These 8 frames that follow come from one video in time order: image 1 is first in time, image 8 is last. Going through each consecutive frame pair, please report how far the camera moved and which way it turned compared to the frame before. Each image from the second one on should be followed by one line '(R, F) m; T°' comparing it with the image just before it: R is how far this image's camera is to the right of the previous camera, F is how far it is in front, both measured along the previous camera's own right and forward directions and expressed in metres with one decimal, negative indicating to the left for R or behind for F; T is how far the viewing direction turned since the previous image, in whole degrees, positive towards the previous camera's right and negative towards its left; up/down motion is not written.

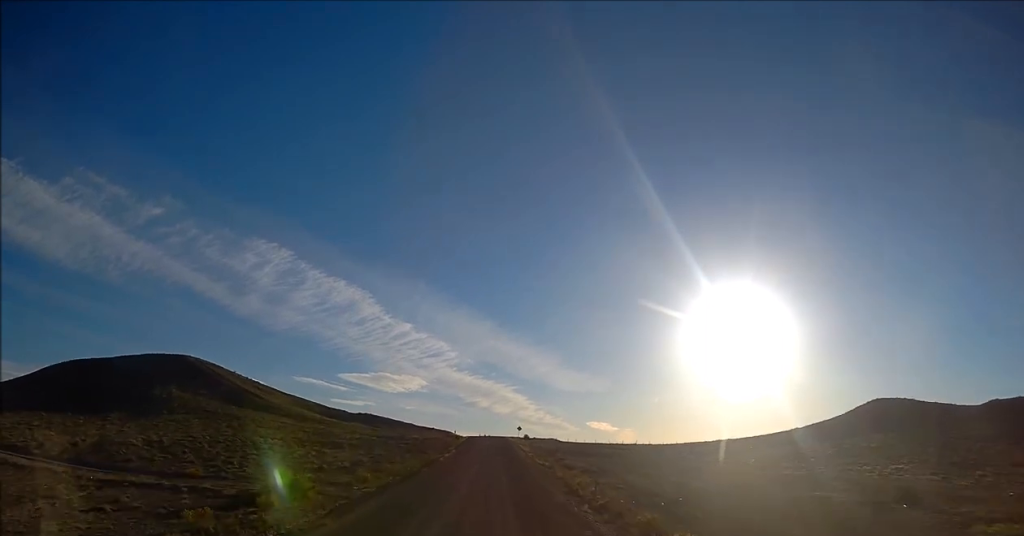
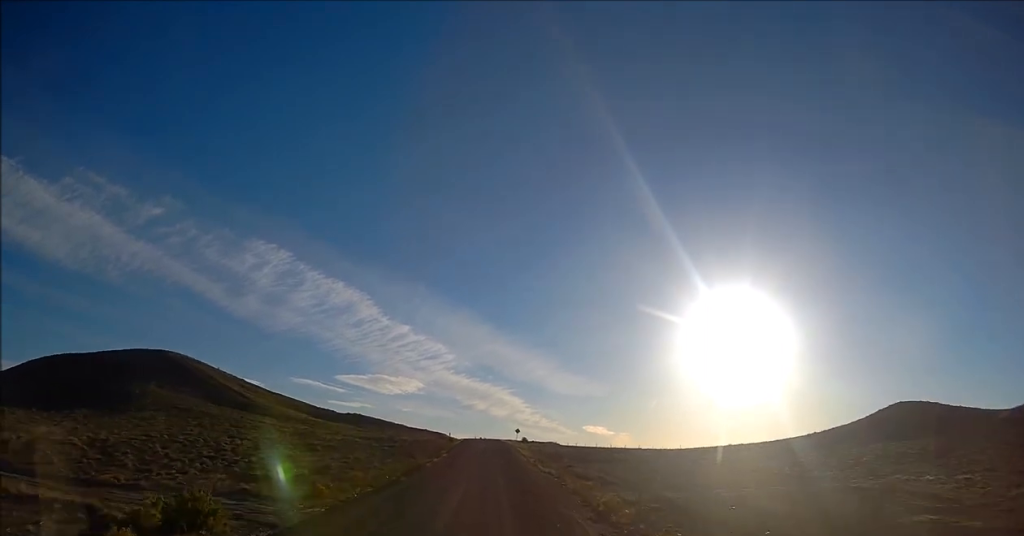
(-0.1, +8.6) m; 0°
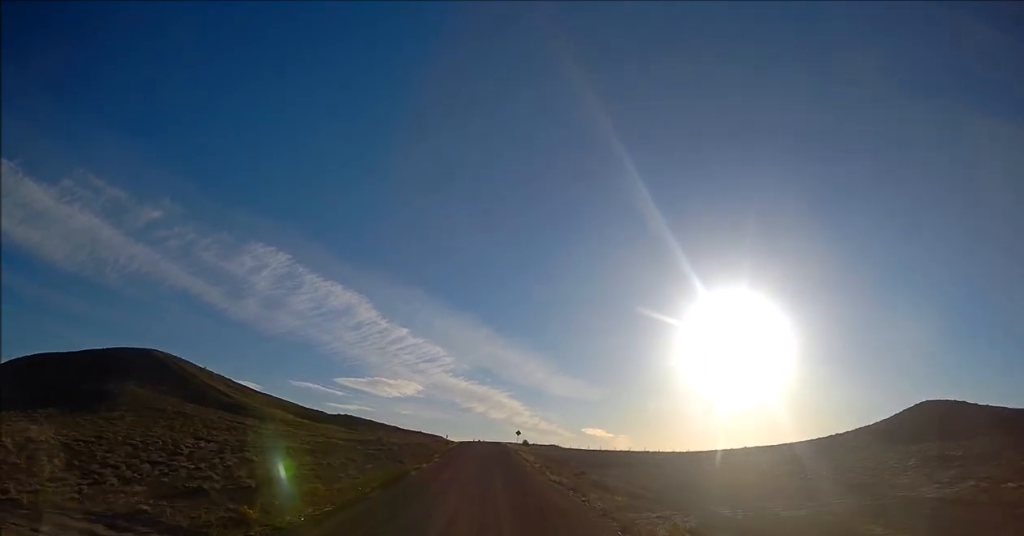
(0.0, +8.4) m; 0°
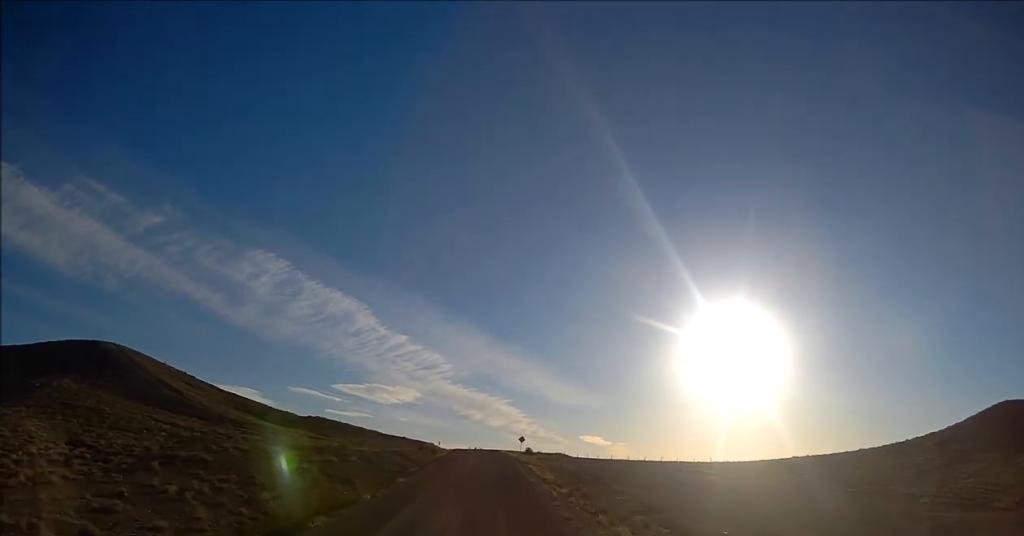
(0.0, +20.7) m; +1°
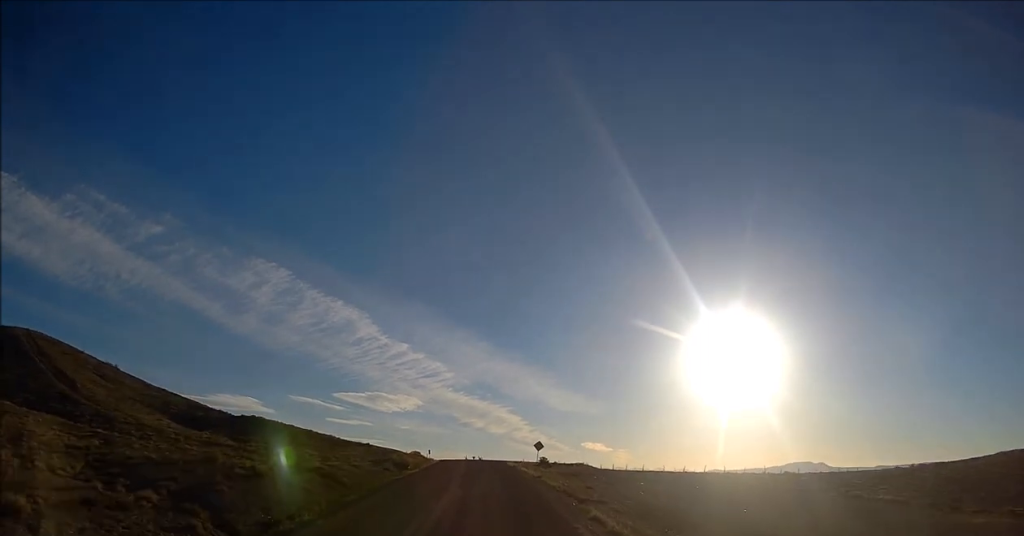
(+0.1, +31.4) m; 0°
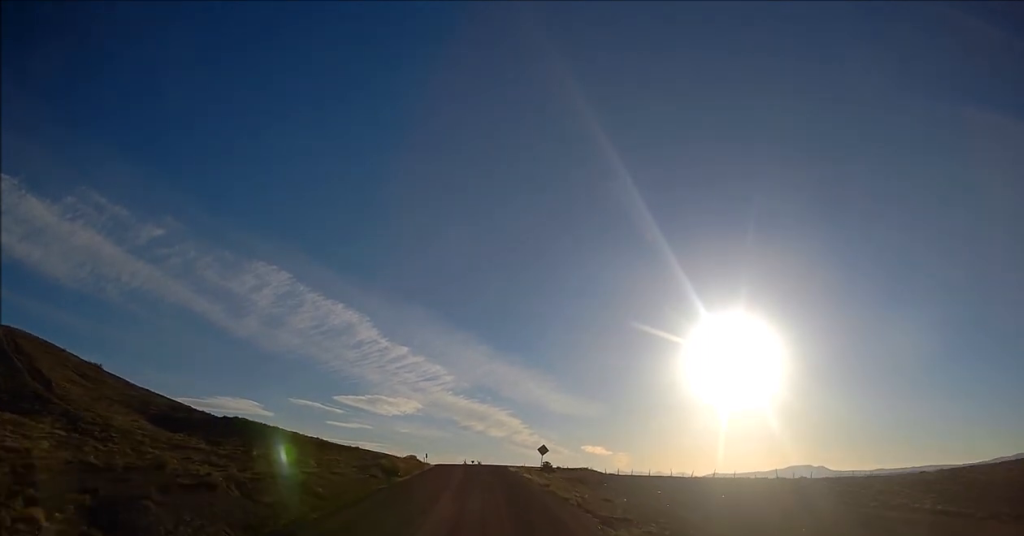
(0.0, +6.0) m; 0°
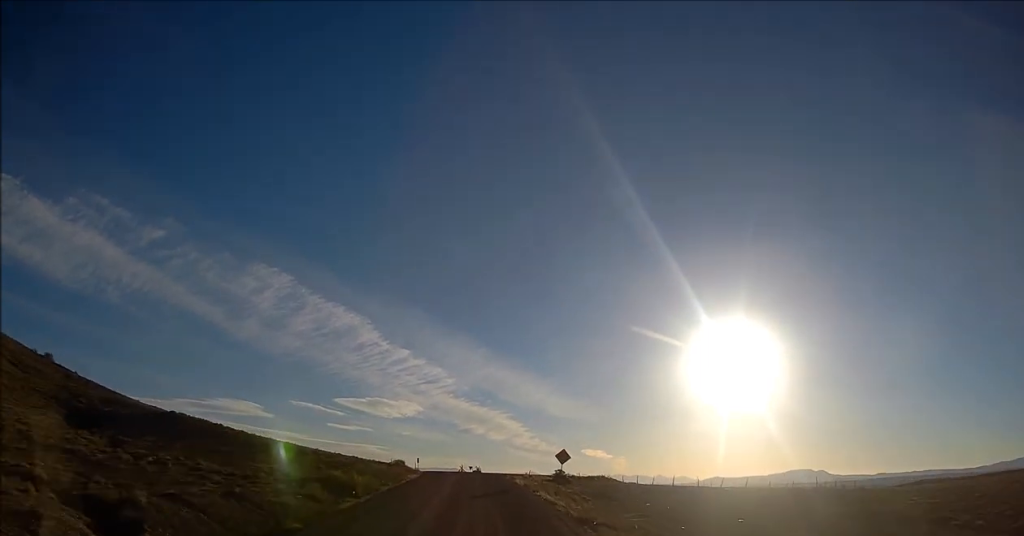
(-0.1, +15.8) m; -2°
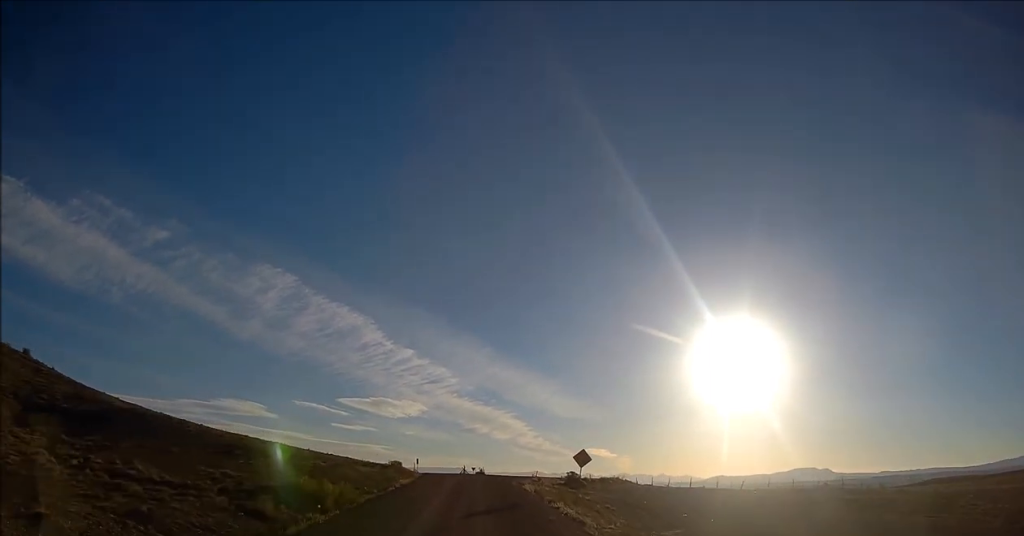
(-0.2, +6.9) m; -1°
